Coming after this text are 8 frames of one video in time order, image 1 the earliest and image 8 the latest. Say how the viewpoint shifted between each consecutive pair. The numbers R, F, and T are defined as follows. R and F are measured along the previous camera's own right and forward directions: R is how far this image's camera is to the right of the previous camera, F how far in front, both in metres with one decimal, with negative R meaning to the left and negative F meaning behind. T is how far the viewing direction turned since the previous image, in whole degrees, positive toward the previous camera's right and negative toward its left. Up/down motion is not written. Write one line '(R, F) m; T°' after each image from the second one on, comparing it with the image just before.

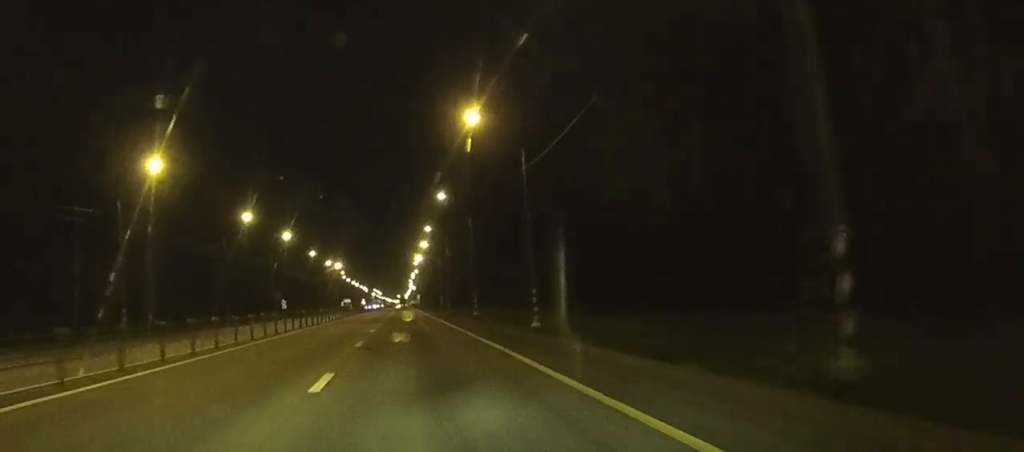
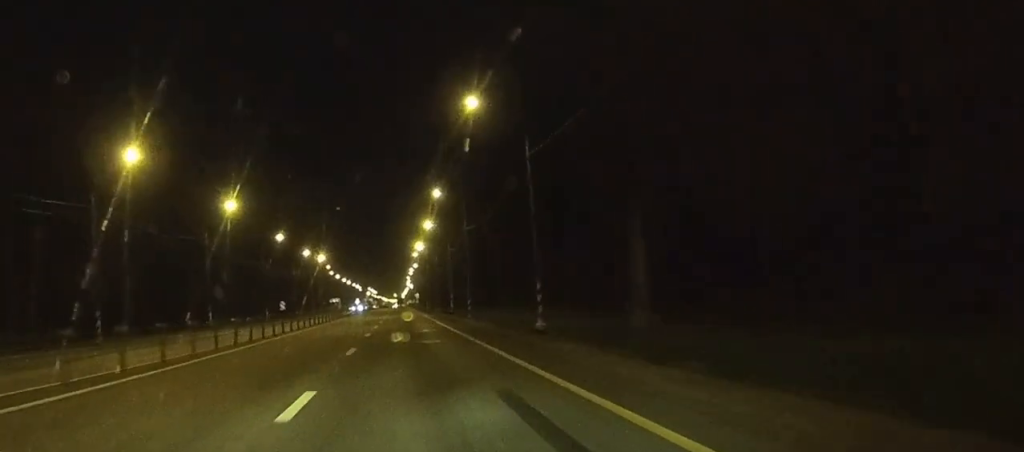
(0.0, +38.4) m; 0°
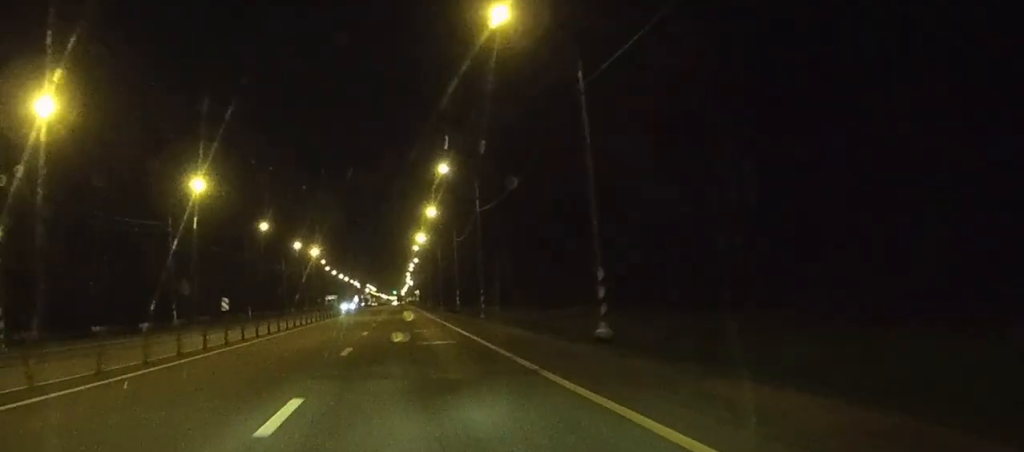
(+0.1, +13.3) m; 0°
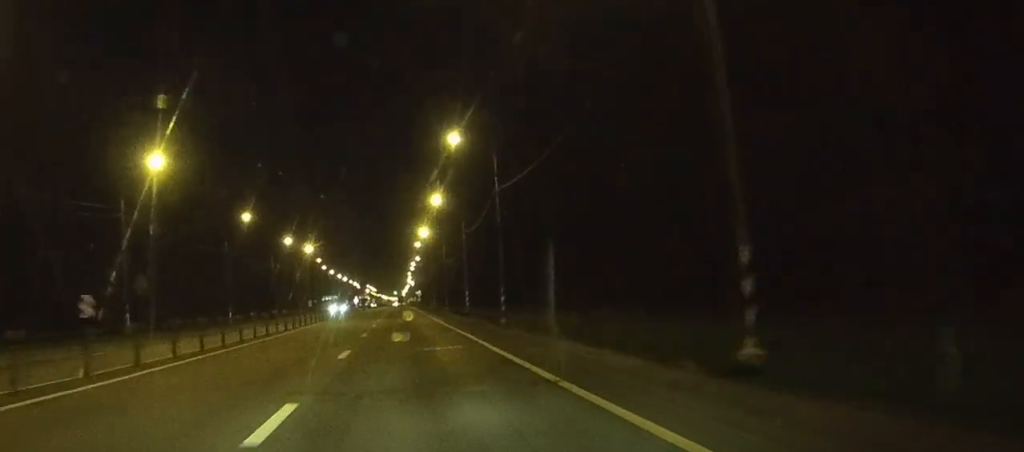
(0.0, +12.5) m; 0°
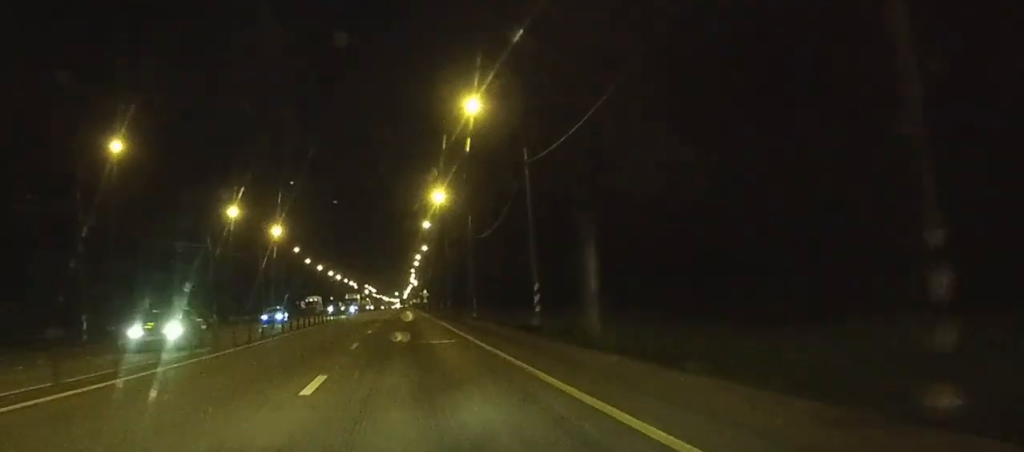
(+0.1, +43.5) m; 0°
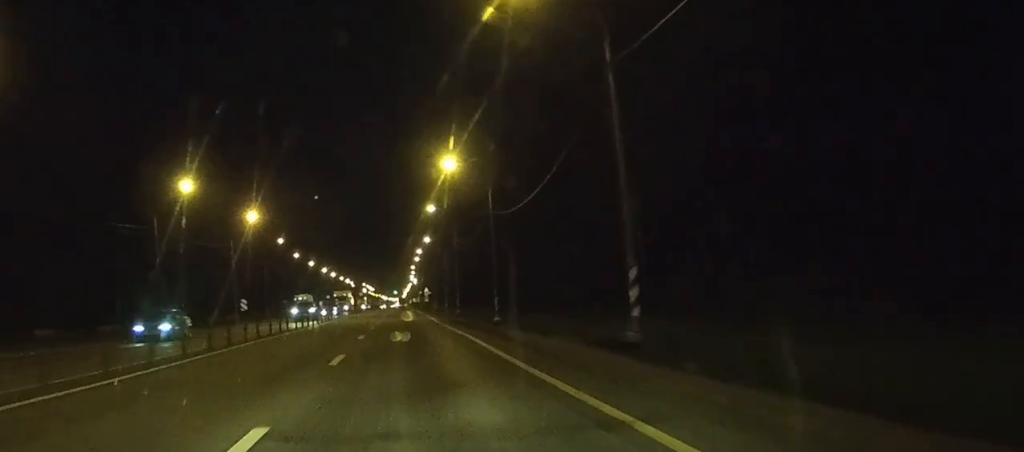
(+0.1, +18.5) m; 0°
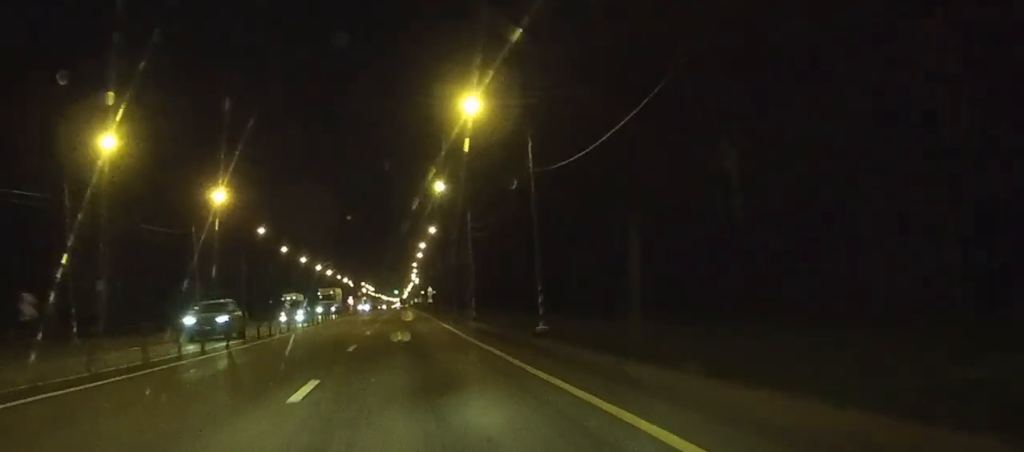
(0.0, +18.6) m; 0°
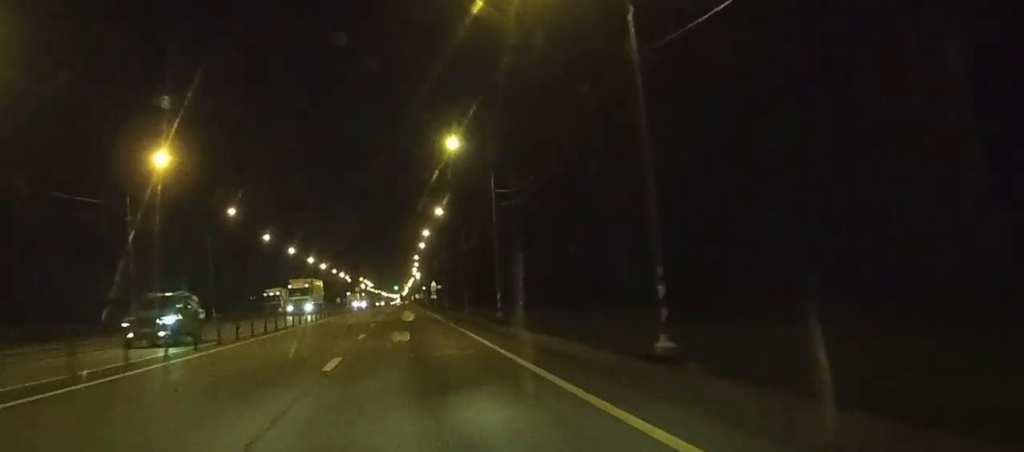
(-0.1, +19.4) m; 0°
